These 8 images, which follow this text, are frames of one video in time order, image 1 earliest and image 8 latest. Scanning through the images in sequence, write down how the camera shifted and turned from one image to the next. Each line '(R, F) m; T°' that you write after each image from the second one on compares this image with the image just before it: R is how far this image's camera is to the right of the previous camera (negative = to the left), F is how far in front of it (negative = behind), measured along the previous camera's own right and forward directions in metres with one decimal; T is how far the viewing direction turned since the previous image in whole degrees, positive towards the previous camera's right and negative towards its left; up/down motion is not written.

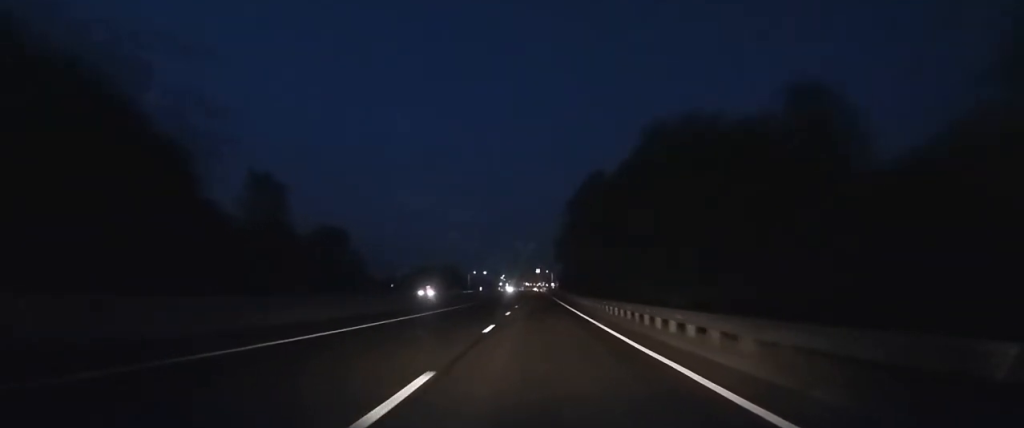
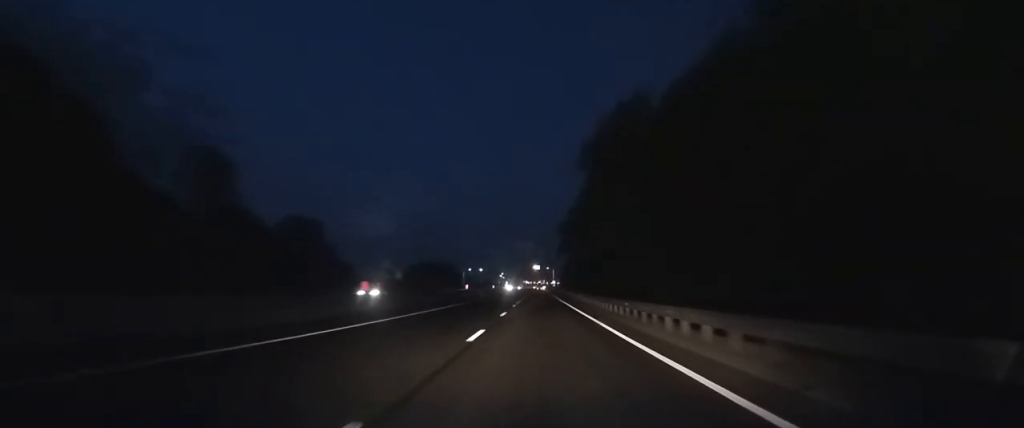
(0.0, +15.5) m; 0°
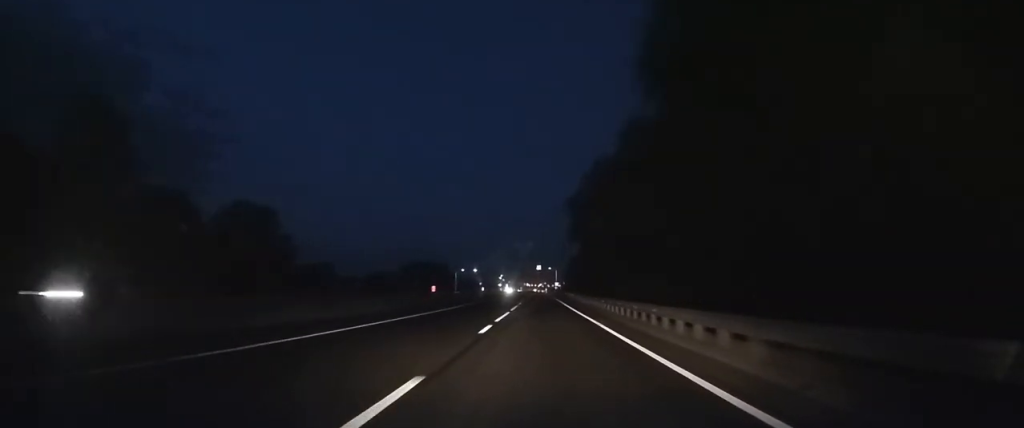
(0.0, +21.0) m; 0°
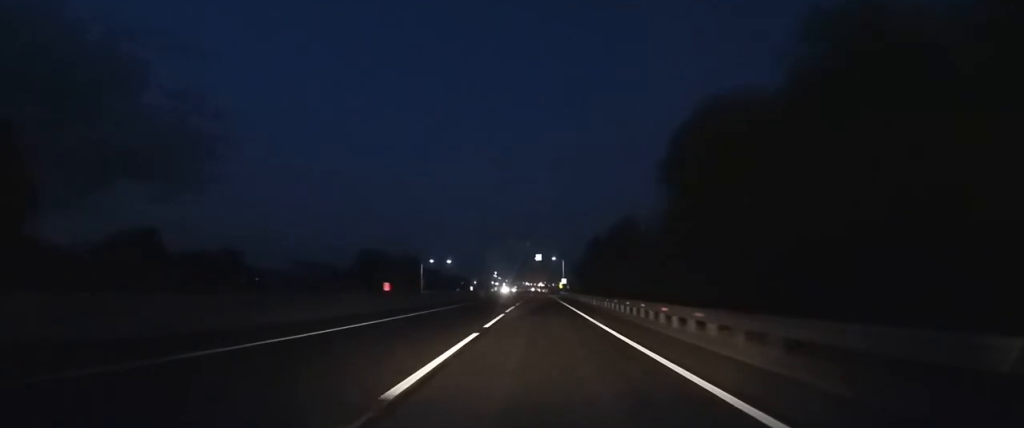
(-0.3, +51.7) m; -1°
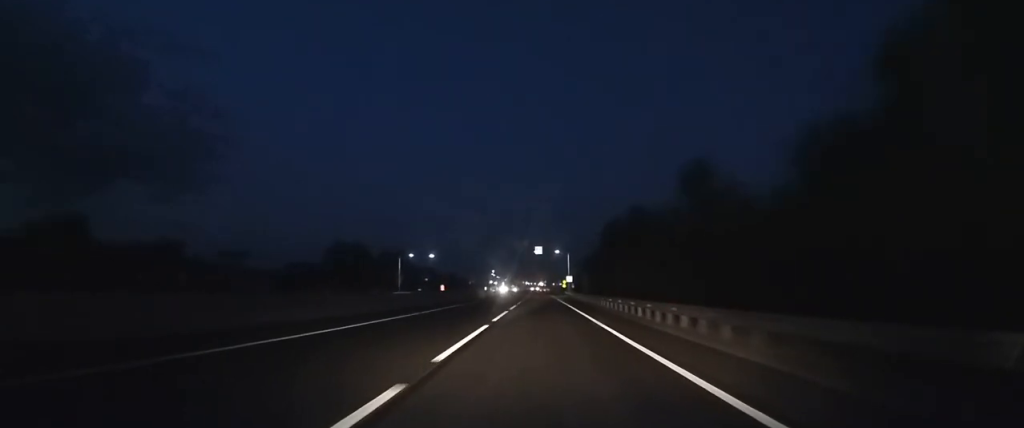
(-0.1, +20.5) m; 0°
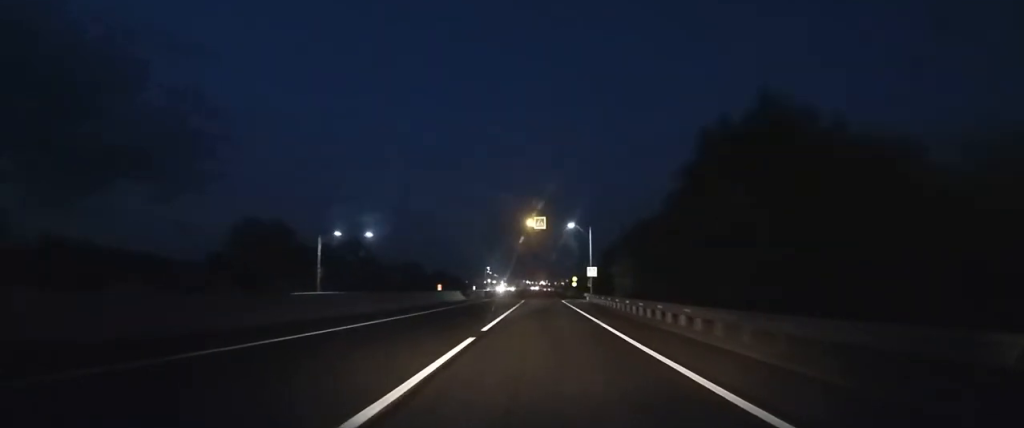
(-0.2, +40.2) m; 0°
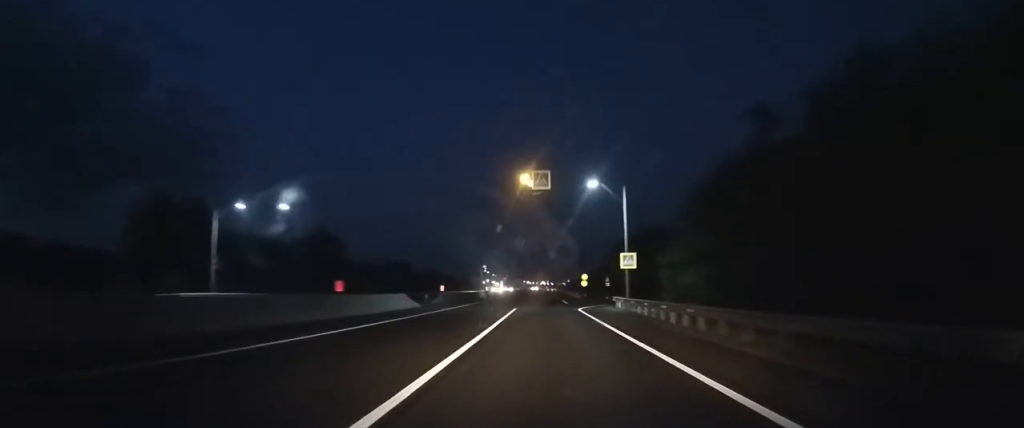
(0.0, +23.1) m; 0°
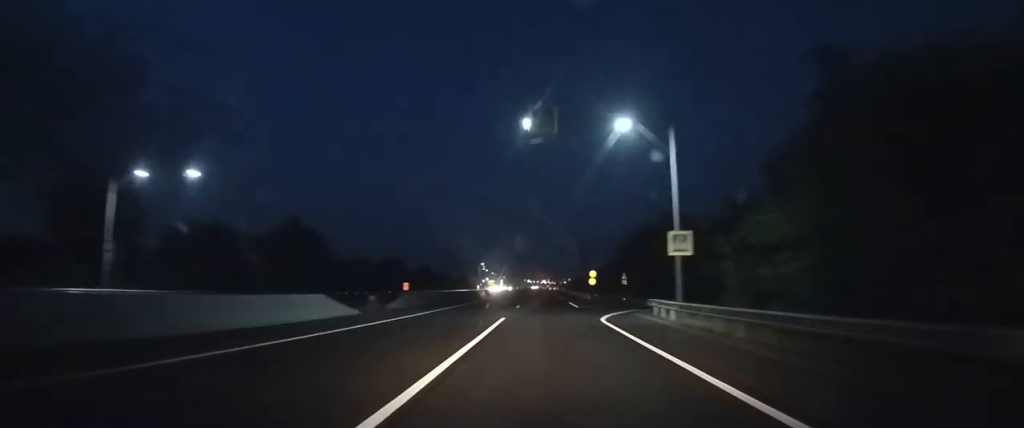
(0.0, +12.7) m; 0°
